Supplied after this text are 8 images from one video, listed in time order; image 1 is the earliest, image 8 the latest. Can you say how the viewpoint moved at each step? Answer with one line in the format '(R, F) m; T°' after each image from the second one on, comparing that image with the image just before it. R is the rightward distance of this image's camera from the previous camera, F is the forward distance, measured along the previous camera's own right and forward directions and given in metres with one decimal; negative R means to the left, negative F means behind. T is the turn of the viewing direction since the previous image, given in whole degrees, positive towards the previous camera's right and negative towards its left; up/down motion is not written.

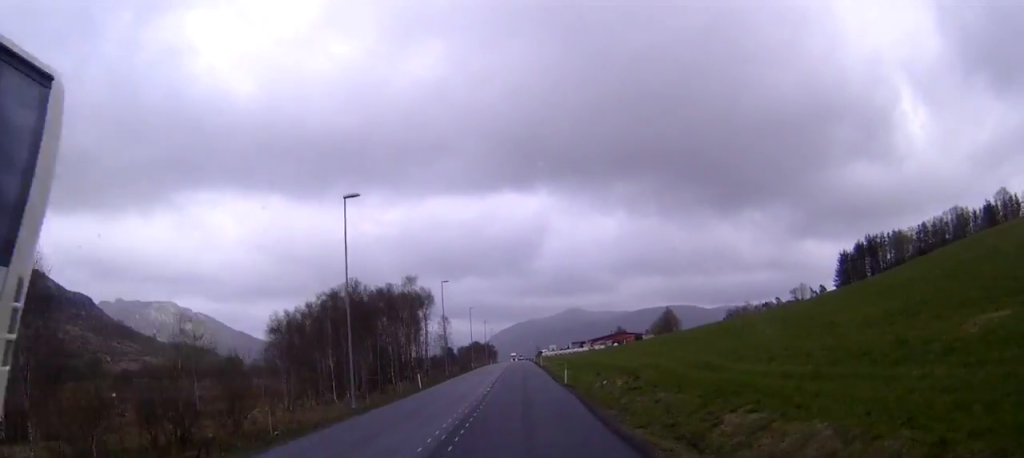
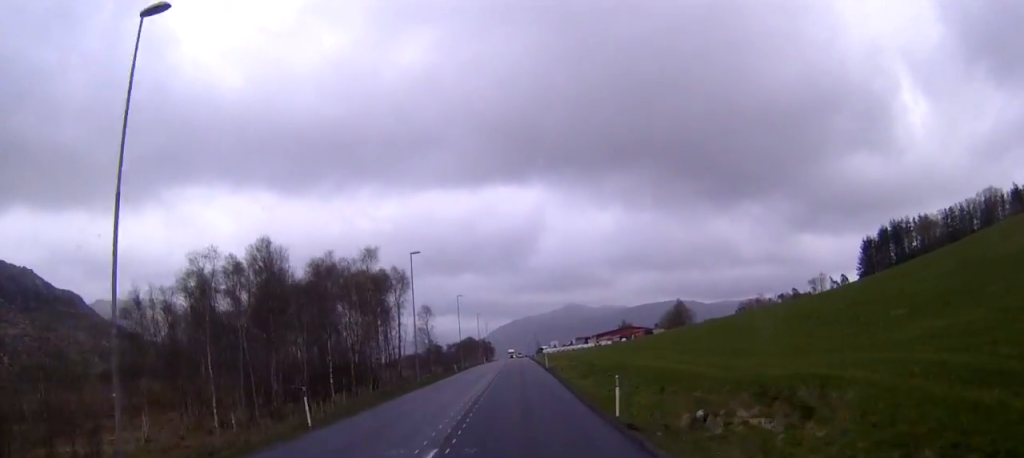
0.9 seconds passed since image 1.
(-0.1, +22.0) m; 0°
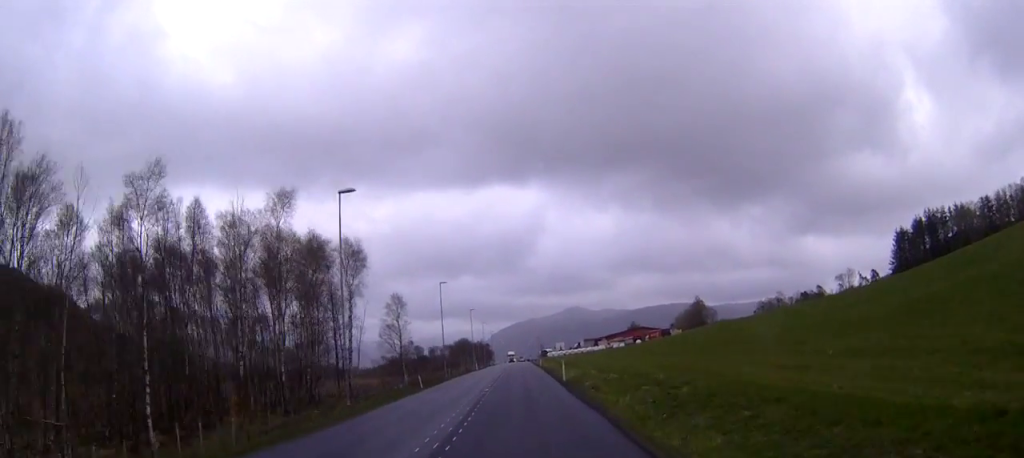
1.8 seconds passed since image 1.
(0.0, +24.5) m; 0°
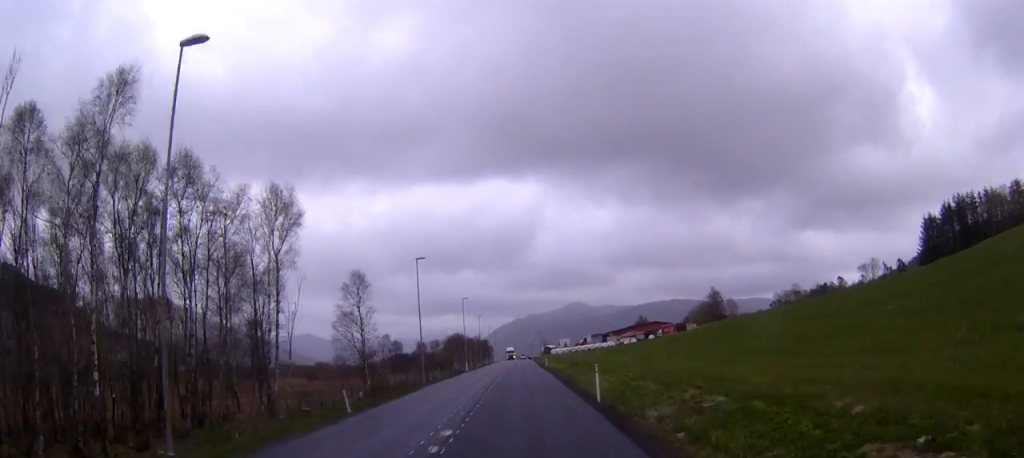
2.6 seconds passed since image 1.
(+0.1, +18.5) m; 0°
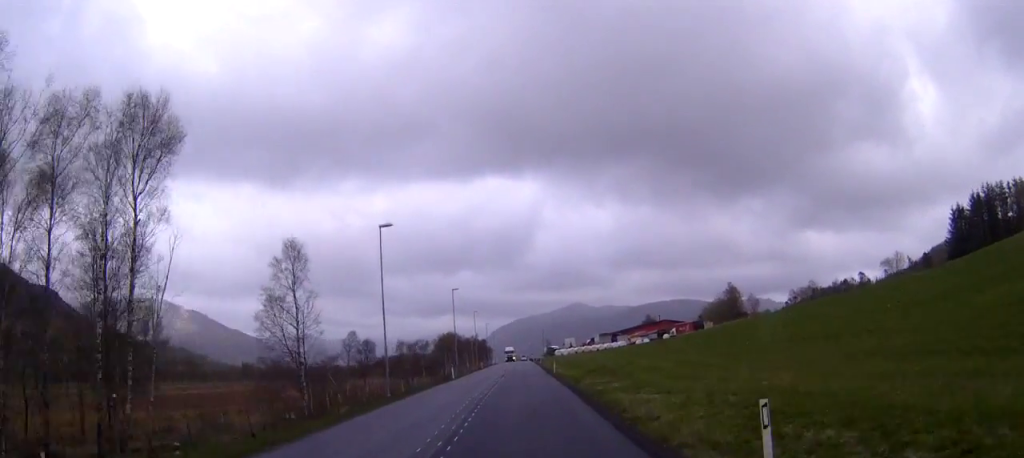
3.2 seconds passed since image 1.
(0.0, +16.8) m; 0°
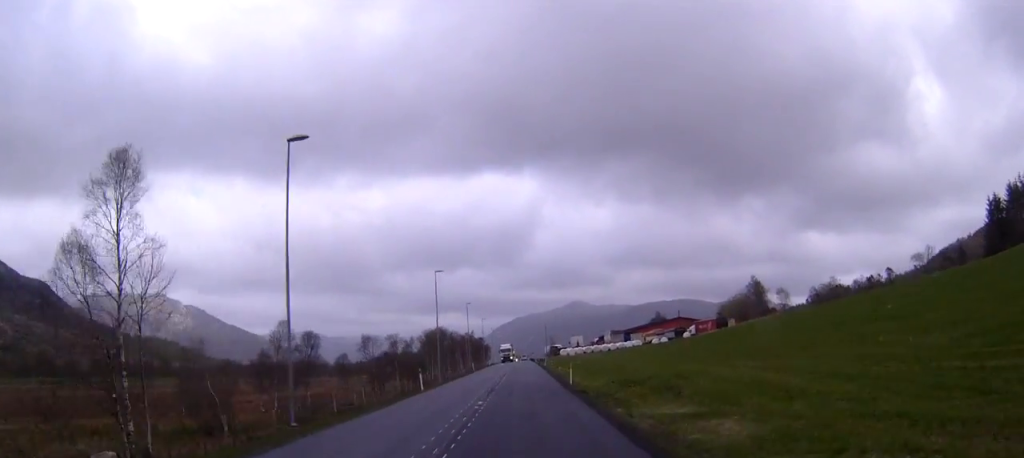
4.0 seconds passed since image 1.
(0.0, +19.2) m; 0°
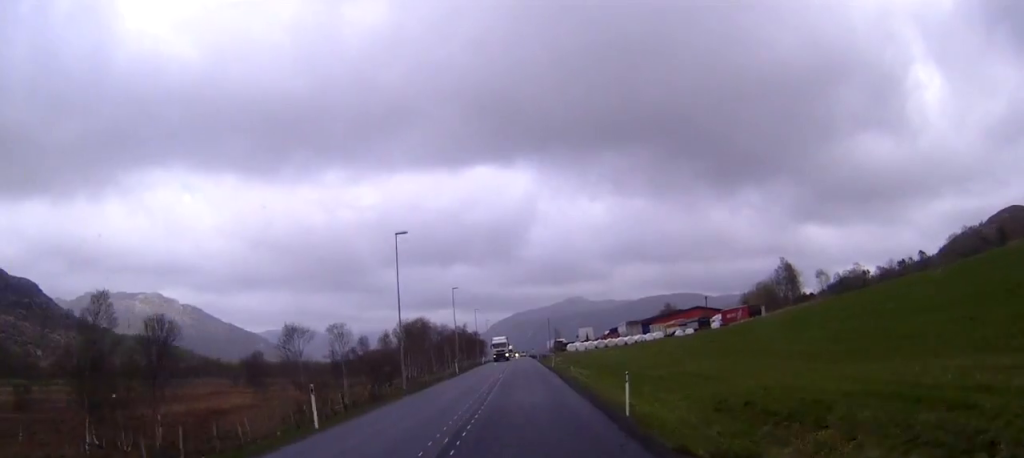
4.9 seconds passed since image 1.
(+0.1, +21.7) m; 0°
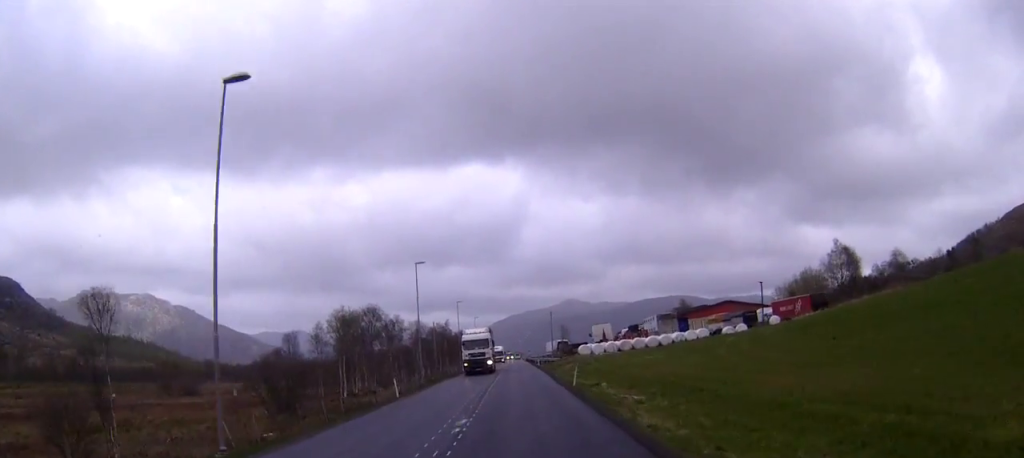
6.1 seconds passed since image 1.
(-0.1, +30.0) m; 0°
